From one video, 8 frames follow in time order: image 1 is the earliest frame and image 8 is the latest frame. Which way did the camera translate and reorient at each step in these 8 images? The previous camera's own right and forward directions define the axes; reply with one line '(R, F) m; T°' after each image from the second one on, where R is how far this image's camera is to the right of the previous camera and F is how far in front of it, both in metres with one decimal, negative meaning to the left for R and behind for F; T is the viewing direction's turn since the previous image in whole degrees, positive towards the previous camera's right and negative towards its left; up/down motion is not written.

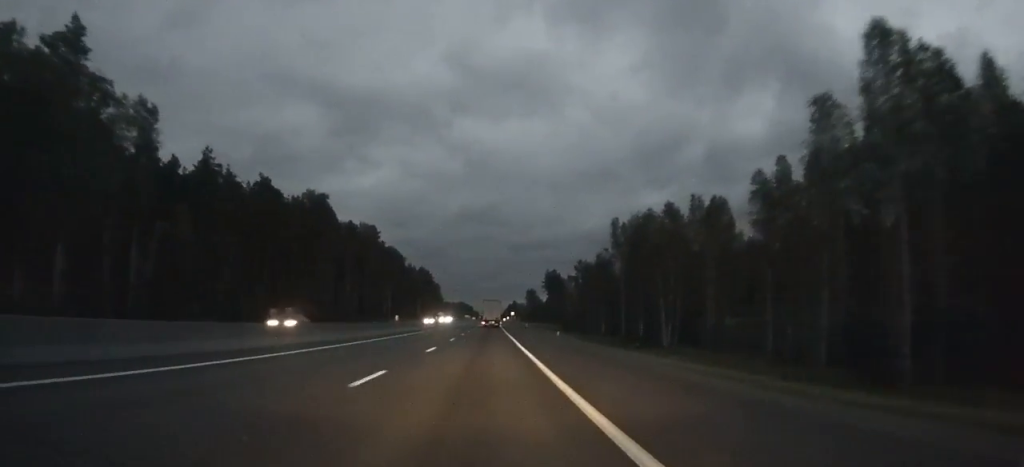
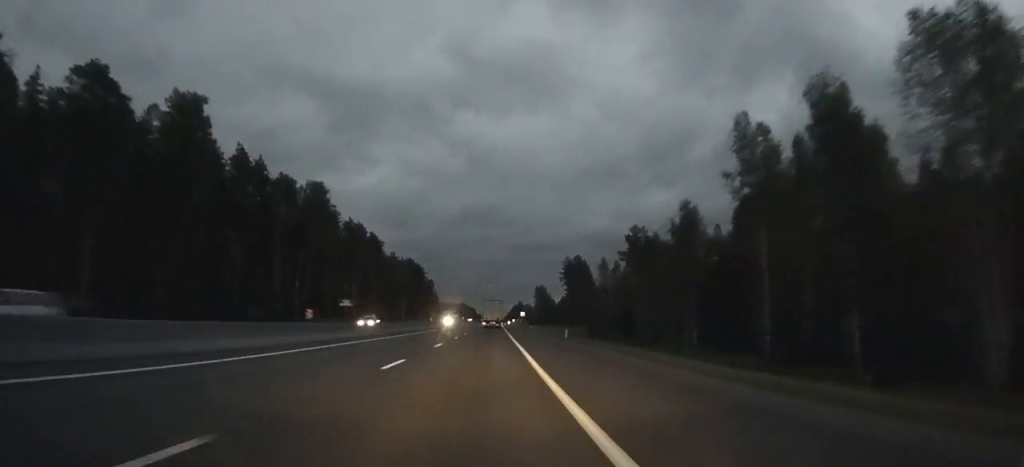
(+0.3, +55.7) m; 0°
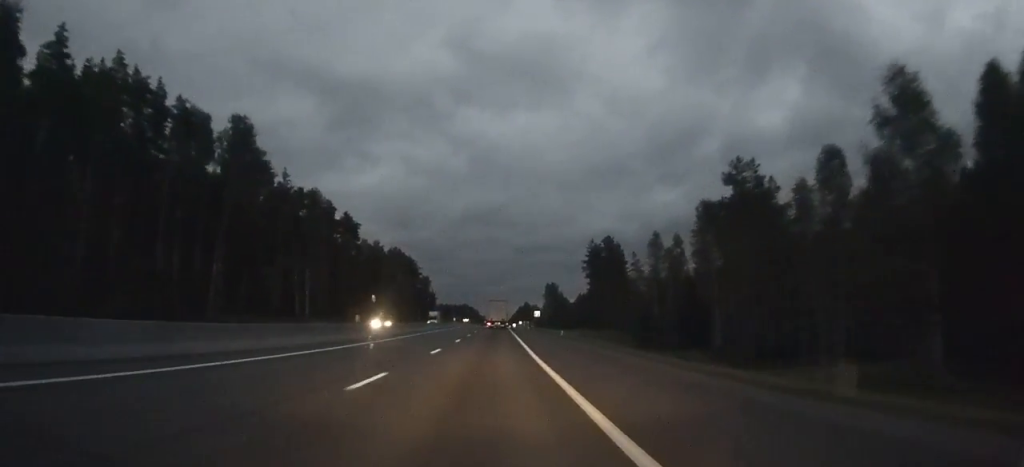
(0.0, +39.9) m; 0°
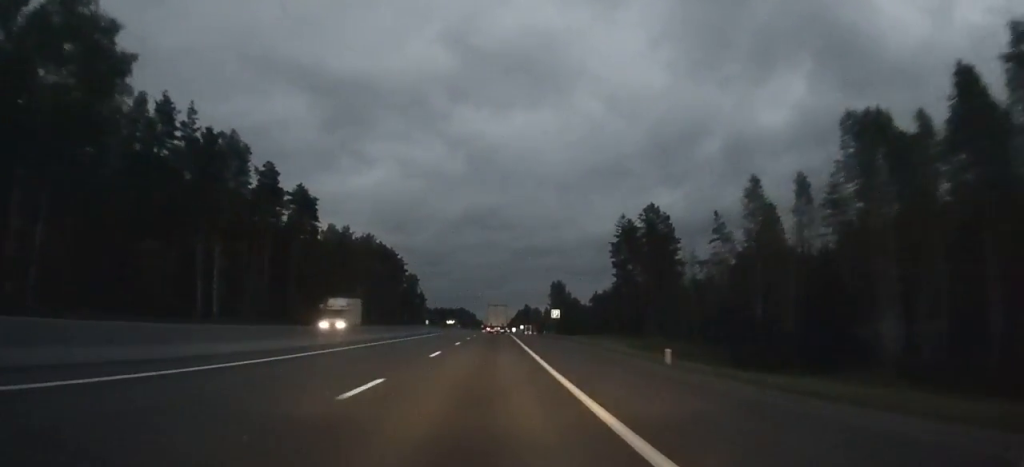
(-0.1, +36.8) m; 0°
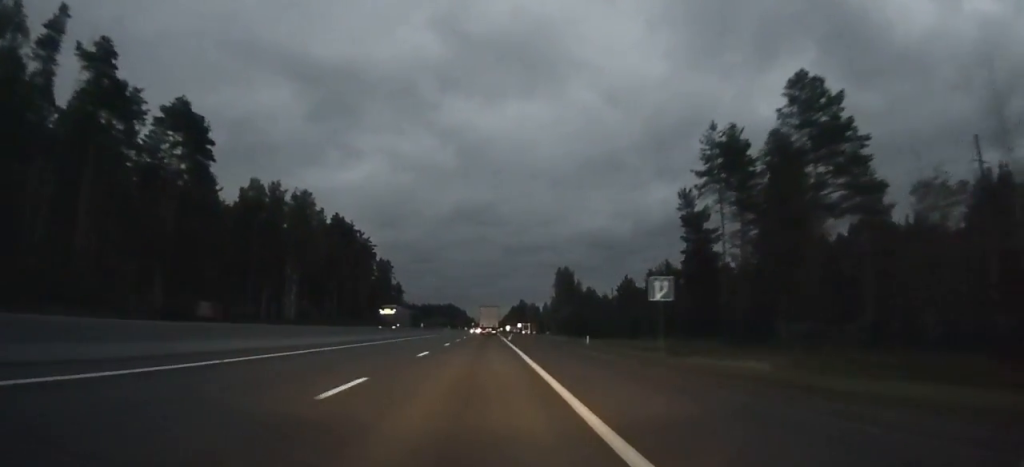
(-0.2, +48.4) m; 0°
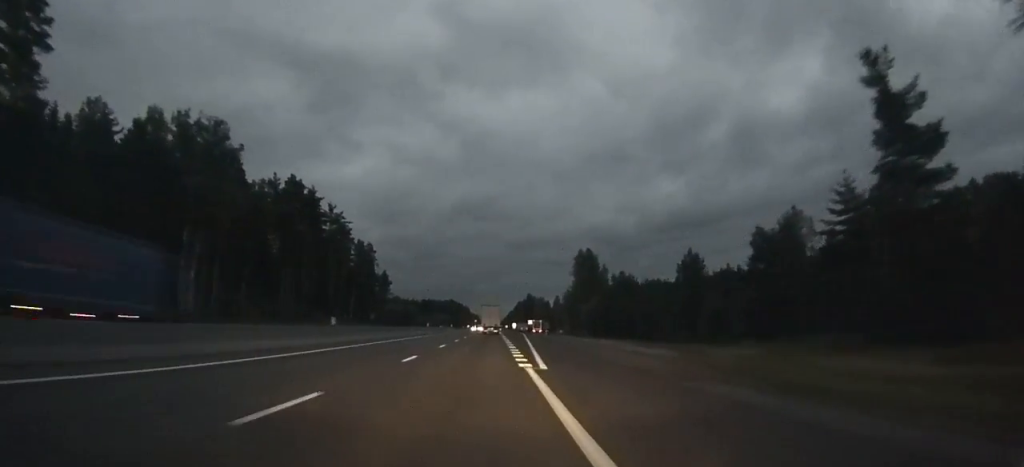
(+0.4, +39.2) m; +1°
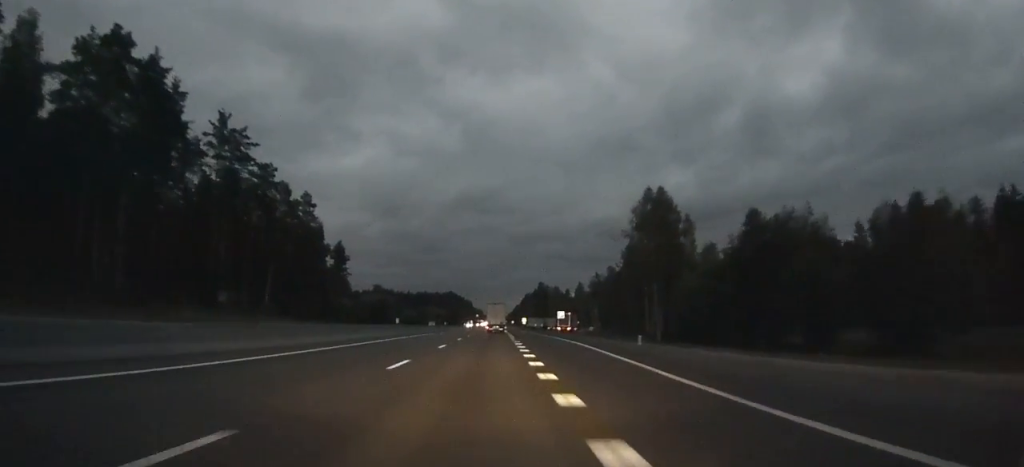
(+0.1, +63.9) m; 0°
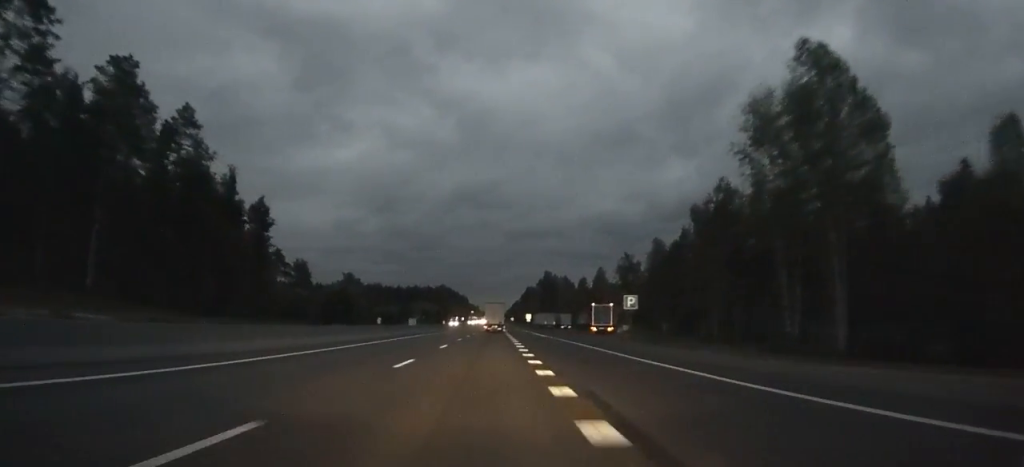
(0.0, +46.6) m; 0°
